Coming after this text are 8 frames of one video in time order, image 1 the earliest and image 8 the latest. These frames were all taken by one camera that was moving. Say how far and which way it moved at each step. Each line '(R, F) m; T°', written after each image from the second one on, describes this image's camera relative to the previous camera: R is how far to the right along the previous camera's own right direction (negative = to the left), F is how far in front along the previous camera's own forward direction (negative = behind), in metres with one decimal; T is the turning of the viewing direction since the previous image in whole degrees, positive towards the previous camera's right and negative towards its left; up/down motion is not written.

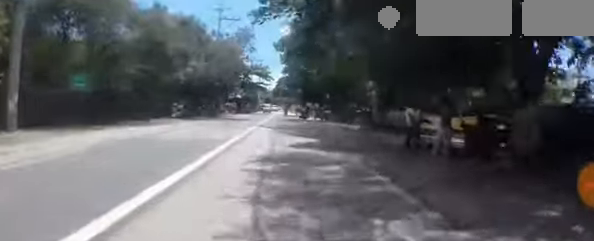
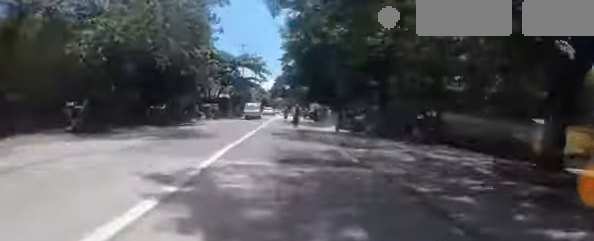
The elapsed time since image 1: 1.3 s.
(0.0, +13.6) m; 0°
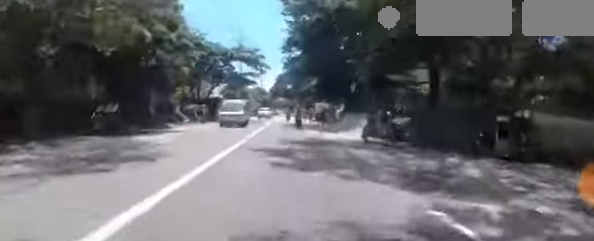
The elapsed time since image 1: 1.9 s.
(0.0, +6.3) m; 0°
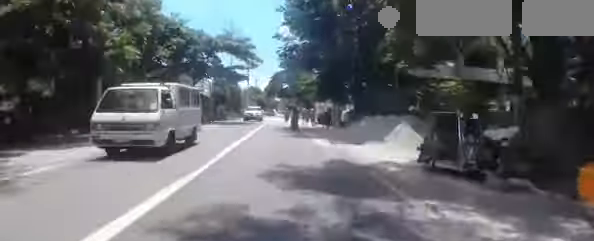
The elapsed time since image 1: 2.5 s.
(0.0, +6.2) m; 0°
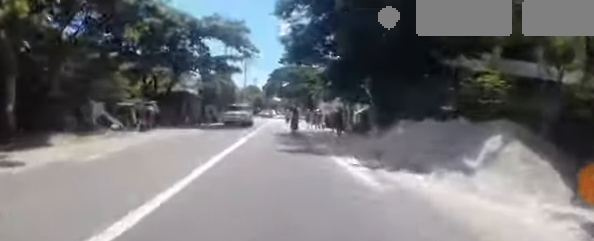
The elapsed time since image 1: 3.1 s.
(0.0, +5.7) m; 0°
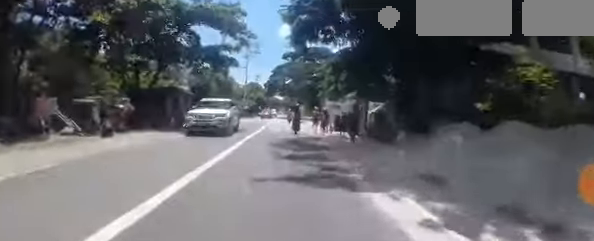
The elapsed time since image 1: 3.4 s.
(0.0, +3.8) m; 0°
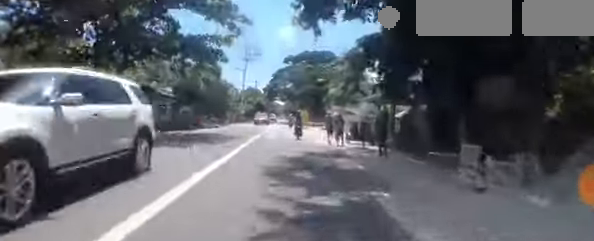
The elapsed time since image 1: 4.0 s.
(0.0, +5.1) m; 0°
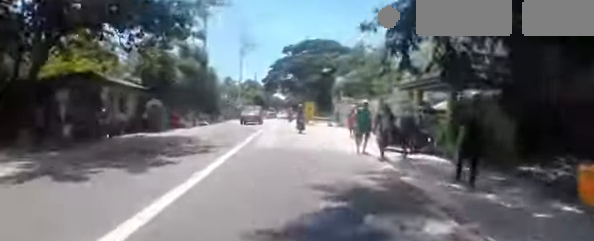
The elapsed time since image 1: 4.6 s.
(0.0, +5.9) m; 0°
